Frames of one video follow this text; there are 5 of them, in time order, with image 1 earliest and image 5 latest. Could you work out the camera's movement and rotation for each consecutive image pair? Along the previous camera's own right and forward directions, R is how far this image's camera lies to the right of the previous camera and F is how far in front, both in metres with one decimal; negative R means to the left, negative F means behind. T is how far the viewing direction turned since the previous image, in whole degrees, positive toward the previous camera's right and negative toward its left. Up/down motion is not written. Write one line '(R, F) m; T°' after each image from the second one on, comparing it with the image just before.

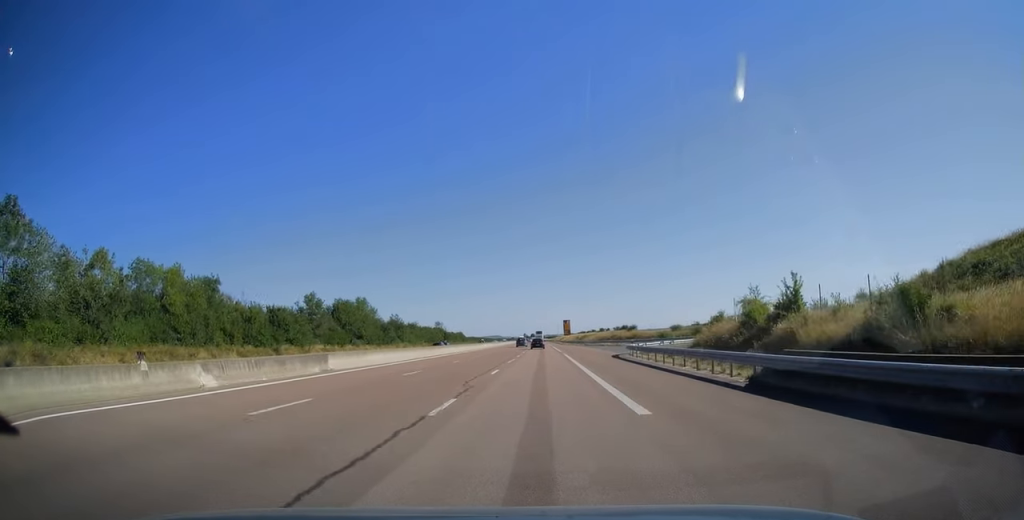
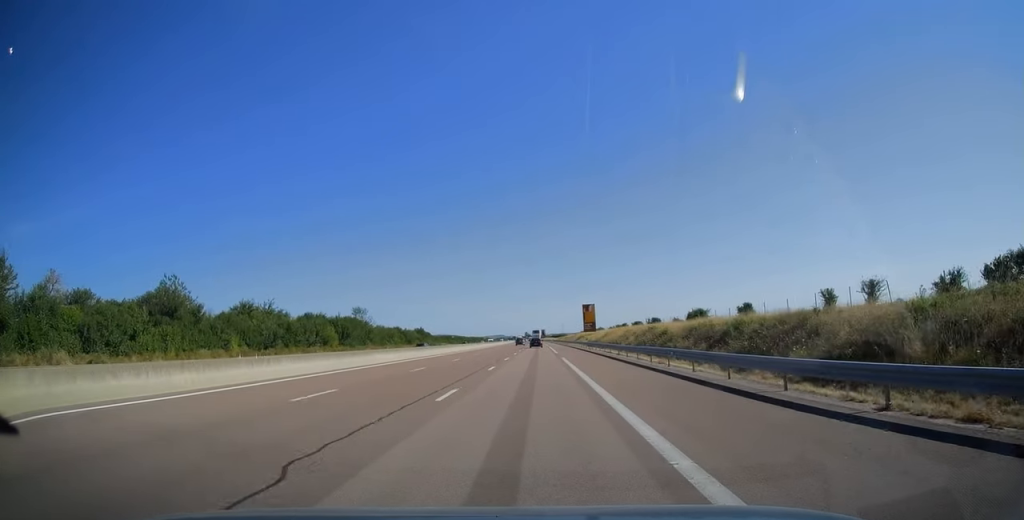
(-0.2, +113.3) m; 0°
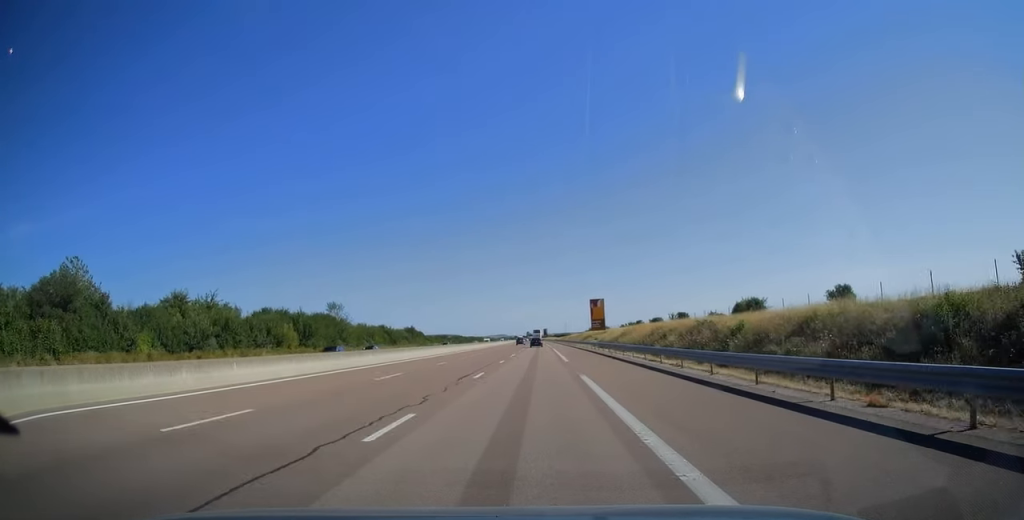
(+0.1, +18.2) m; 0°
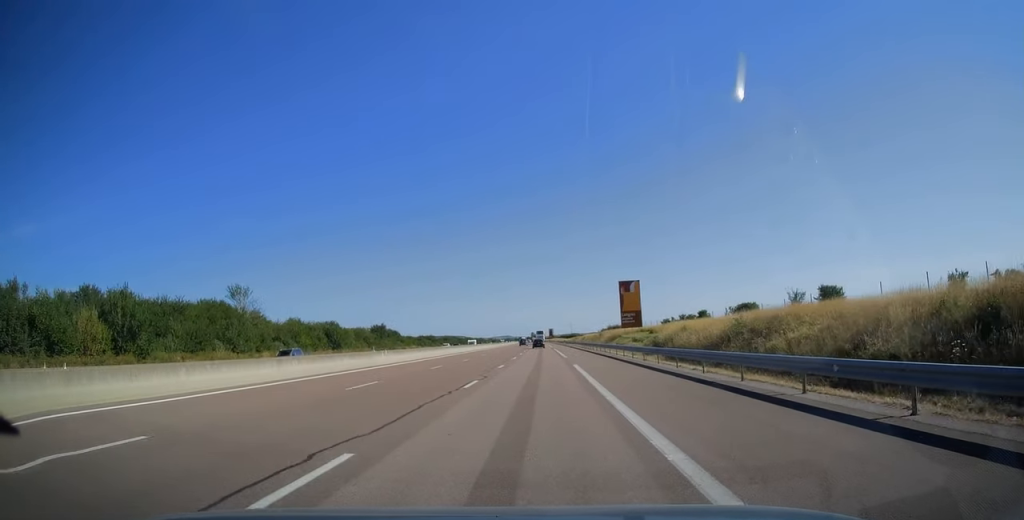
(-0.3, +42.5) m; -1°
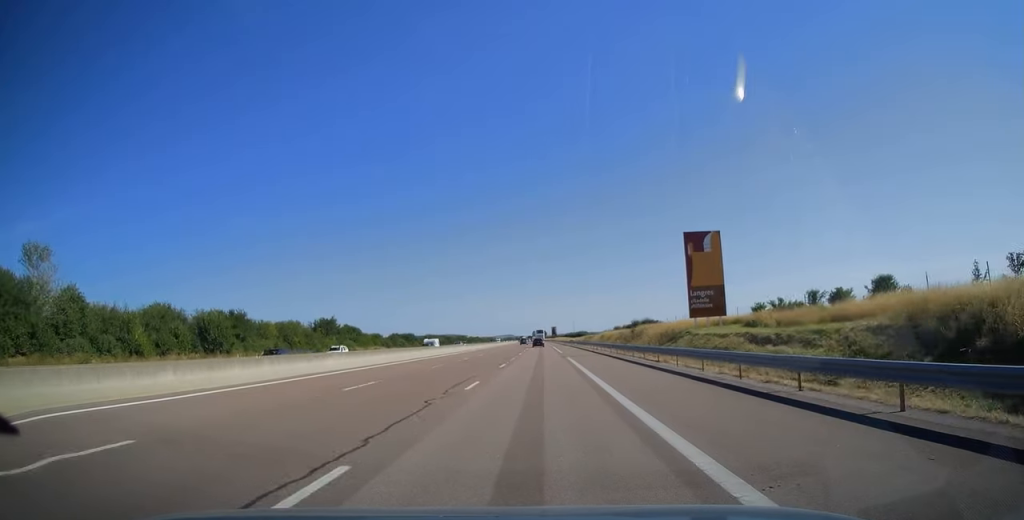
(-0.1, +39.4) m; 0°
